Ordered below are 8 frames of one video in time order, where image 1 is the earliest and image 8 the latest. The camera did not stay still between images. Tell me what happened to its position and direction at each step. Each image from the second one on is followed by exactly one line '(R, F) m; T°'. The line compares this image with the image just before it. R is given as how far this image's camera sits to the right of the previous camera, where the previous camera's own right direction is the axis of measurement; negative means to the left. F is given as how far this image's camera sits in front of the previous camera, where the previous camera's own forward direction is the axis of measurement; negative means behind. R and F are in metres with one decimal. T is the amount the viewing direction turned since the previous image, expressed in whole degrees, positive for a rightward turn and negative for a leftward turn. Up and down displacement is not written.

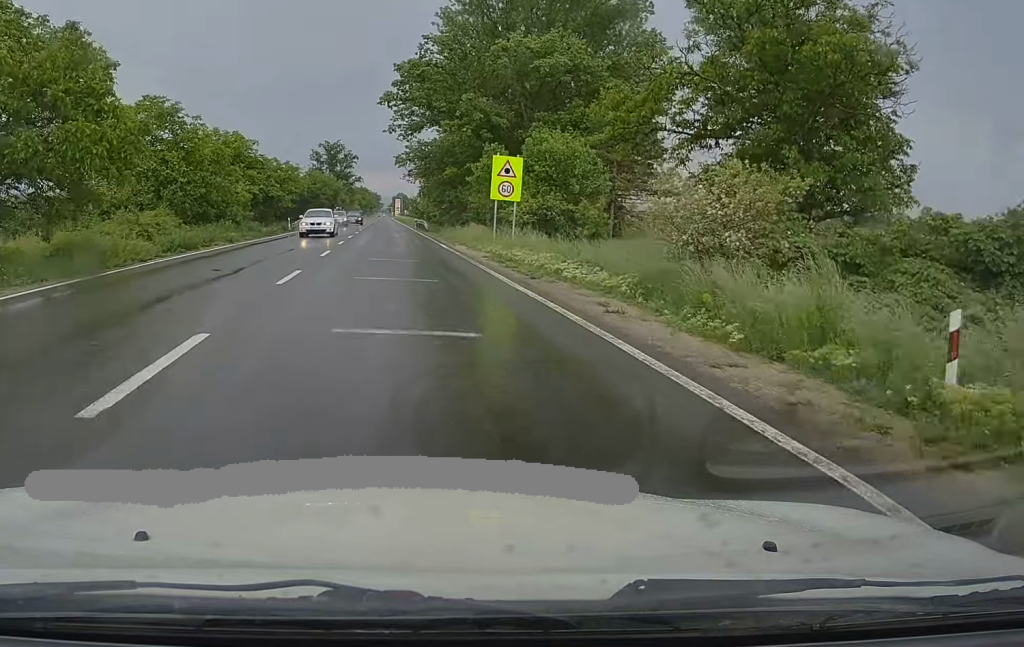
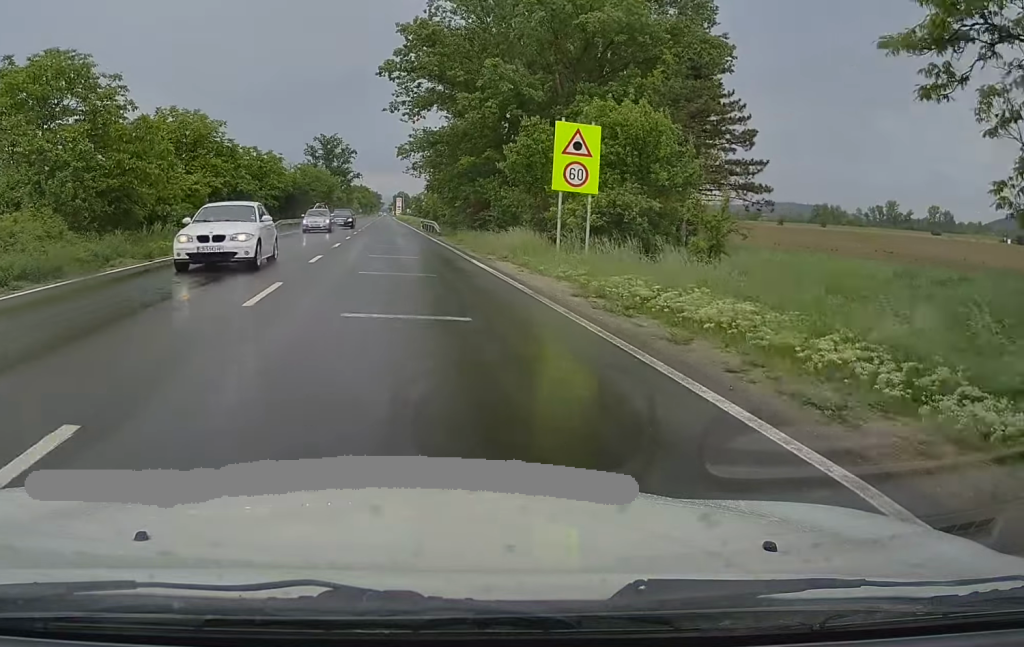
(0.0, +12.2) m; 0°
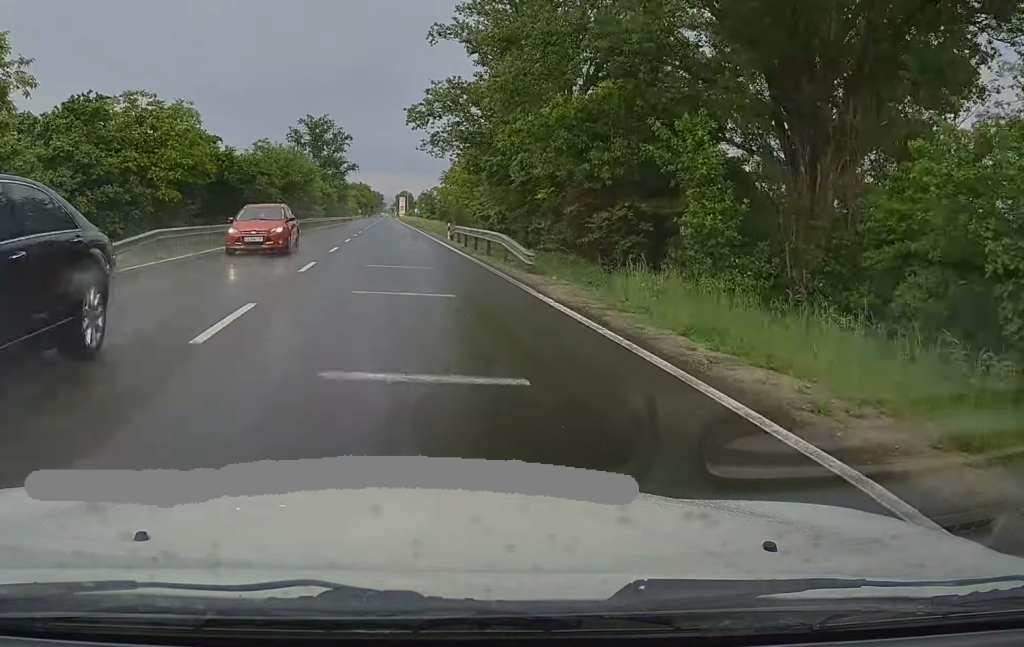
(0.0, +29.8) m; 0°
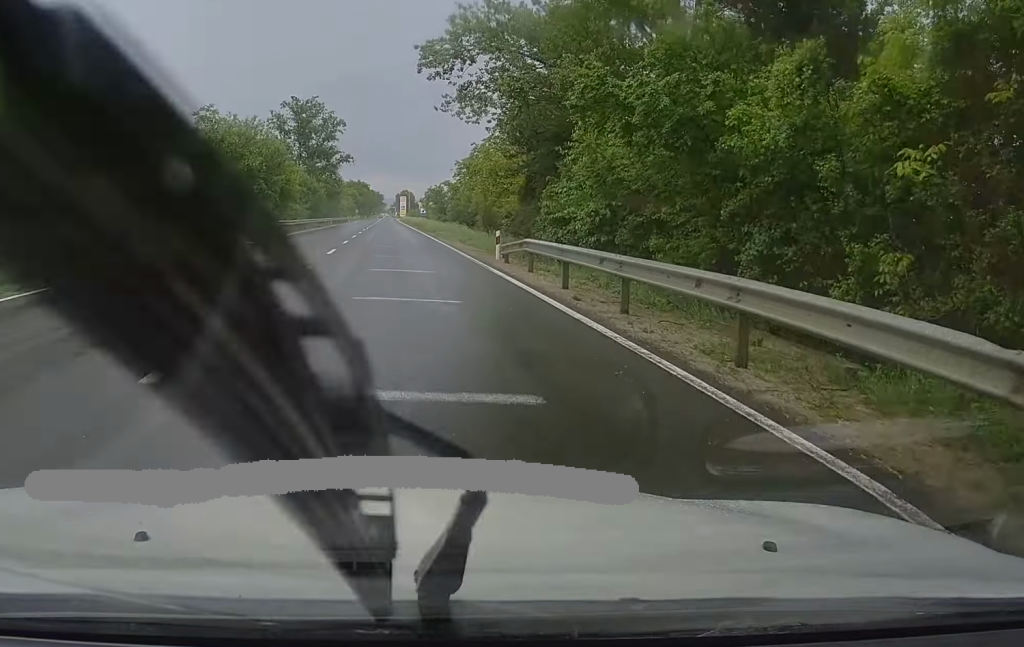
(0.0, +19.5) m; 0°
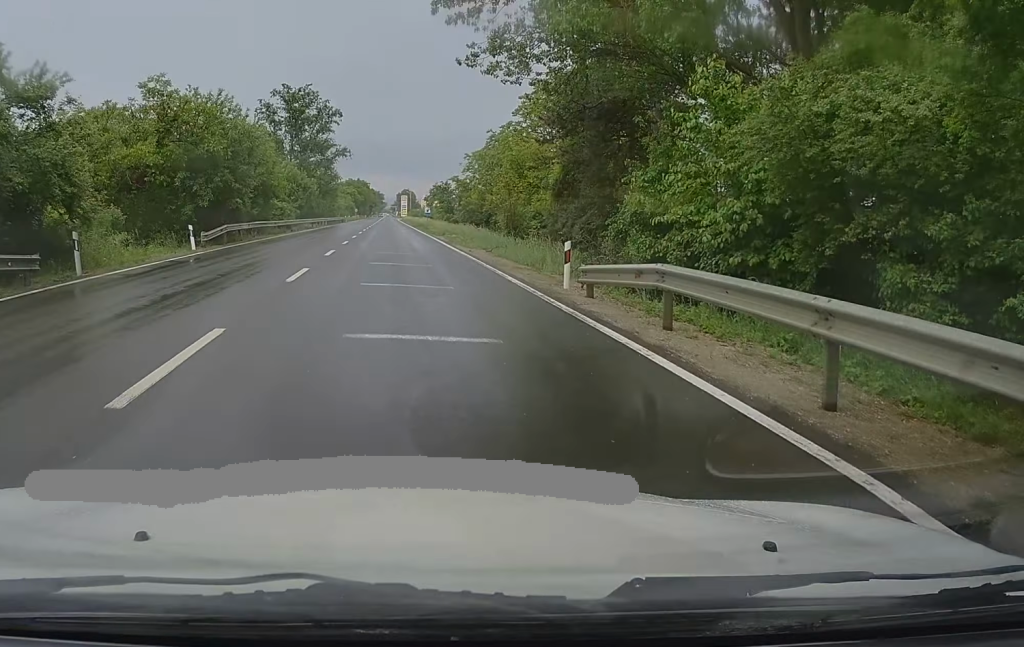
(0.0, +9.6) m; +1°
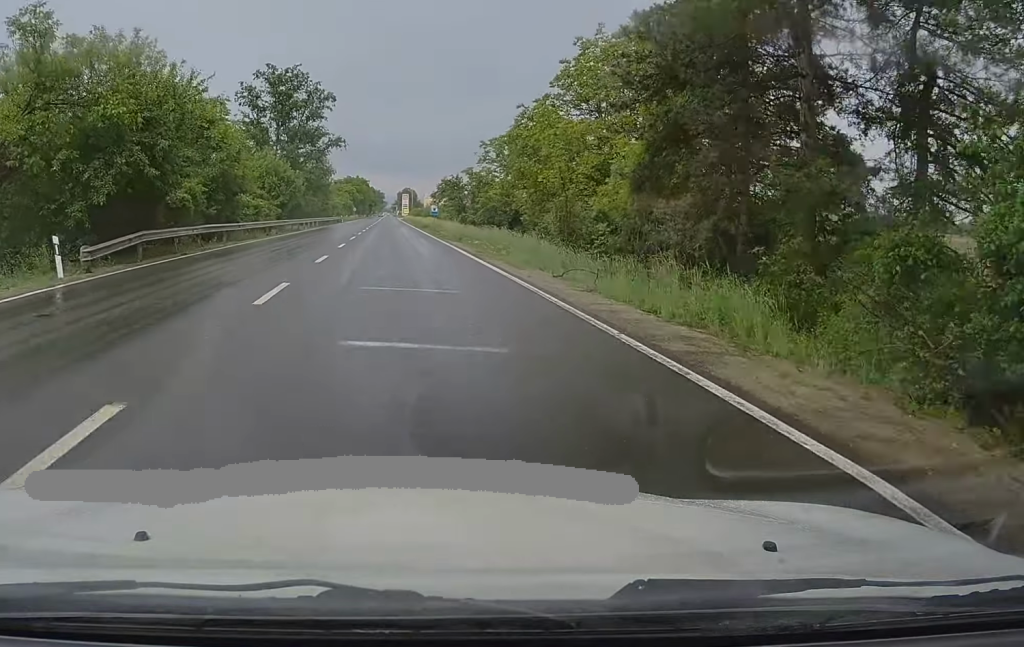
(+0.1, +12.2) m; 0°
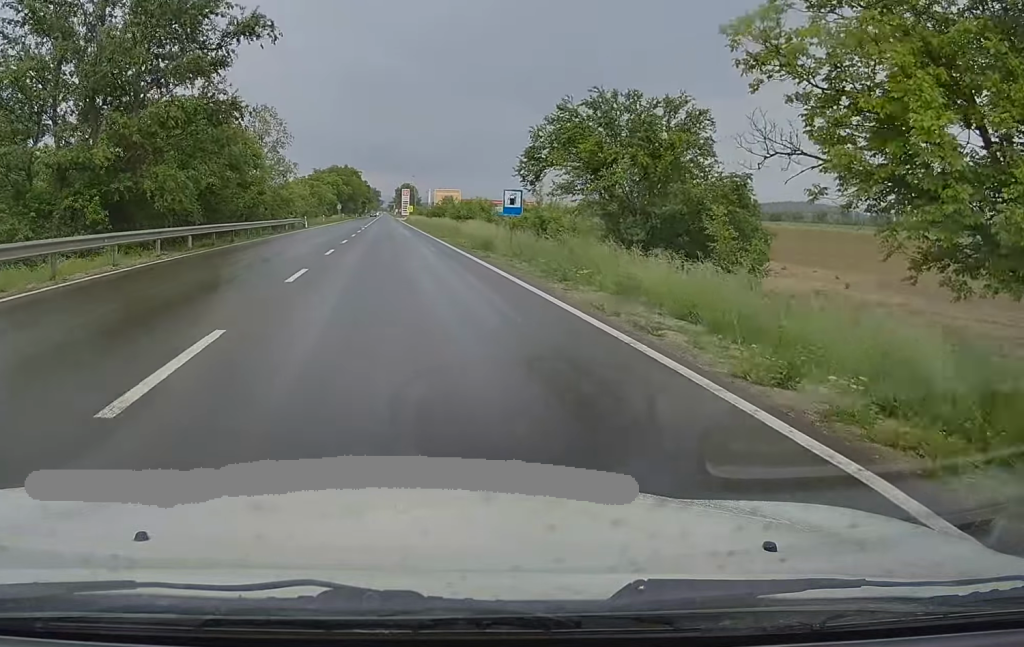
(-0.8, +49.7) m; -2°
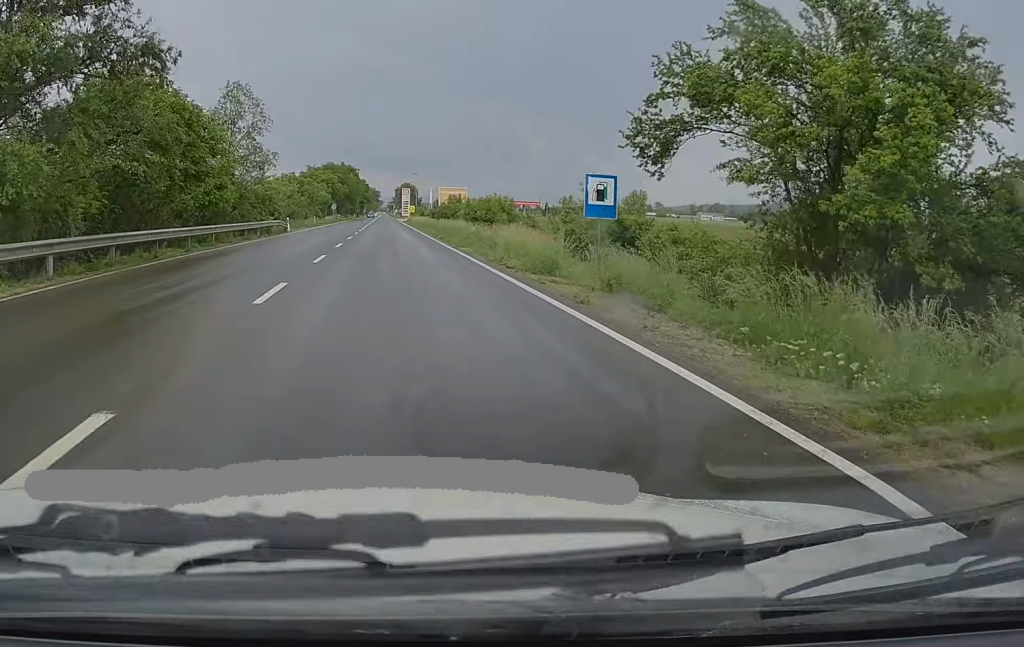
(-0.1, +12.0) m; 0°
